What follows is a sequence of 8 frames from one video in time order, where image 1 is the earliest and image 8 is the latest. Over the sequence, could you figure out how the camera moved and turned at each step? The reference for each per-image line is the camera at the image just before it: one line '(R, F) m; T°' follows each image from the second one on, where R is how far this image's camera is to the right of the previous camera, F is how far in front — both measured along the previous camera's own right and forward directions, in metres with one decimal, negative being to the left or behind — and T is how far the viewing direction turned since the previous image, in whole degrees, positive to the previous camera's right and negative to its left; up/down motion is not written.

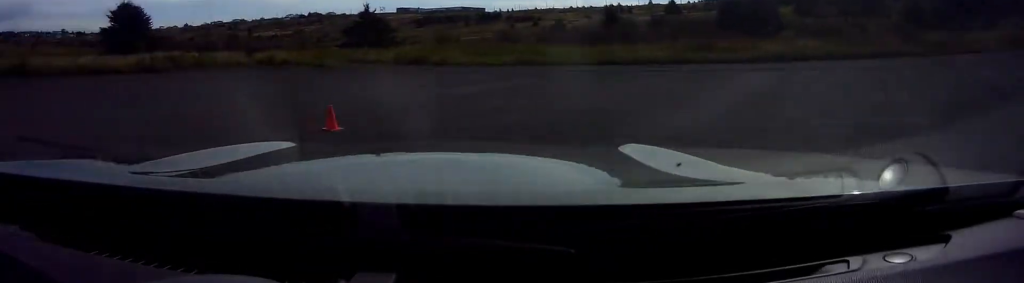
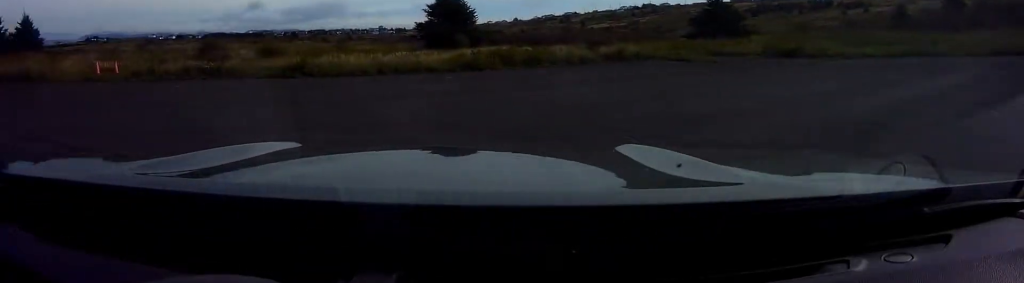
(+0.1, +2.2) m; +15°
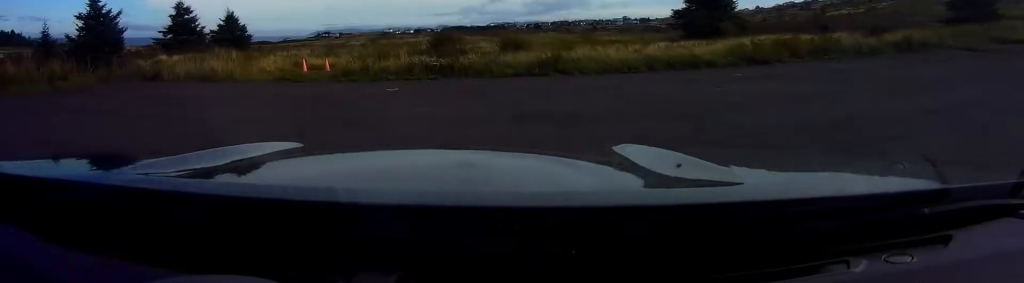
(+0.3, +1.1) m; +23°
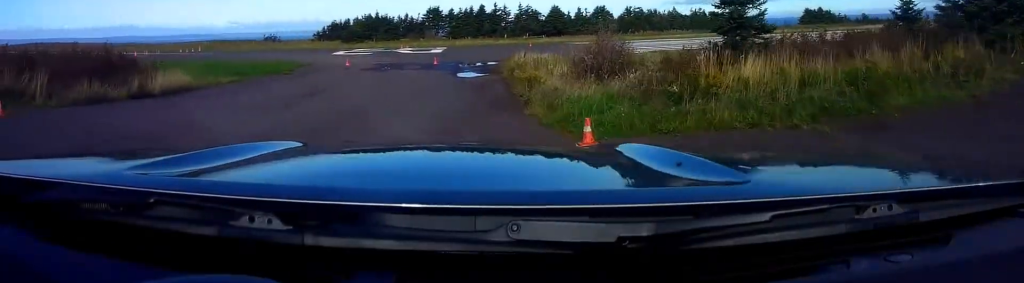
(+2.0, +2.7) m; +56°
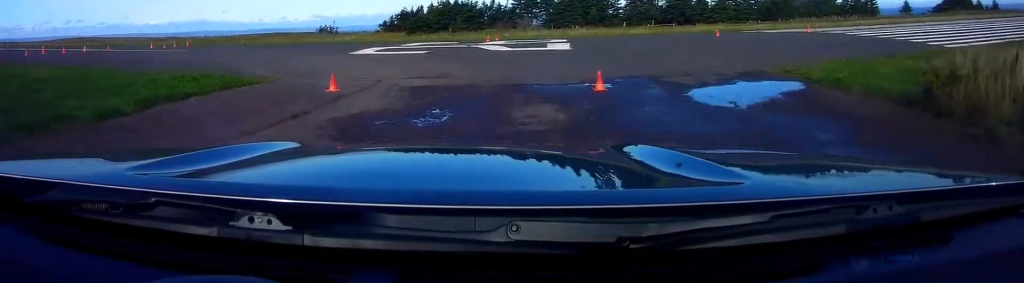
(+2.5, +11.8) m; +12°
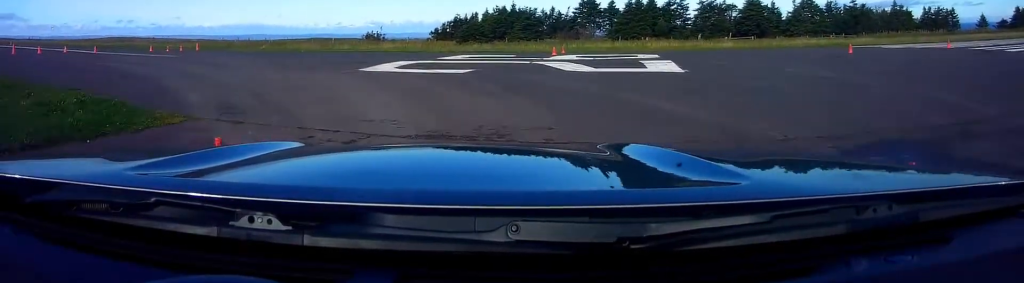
(0.0, +4.5) m; -2°
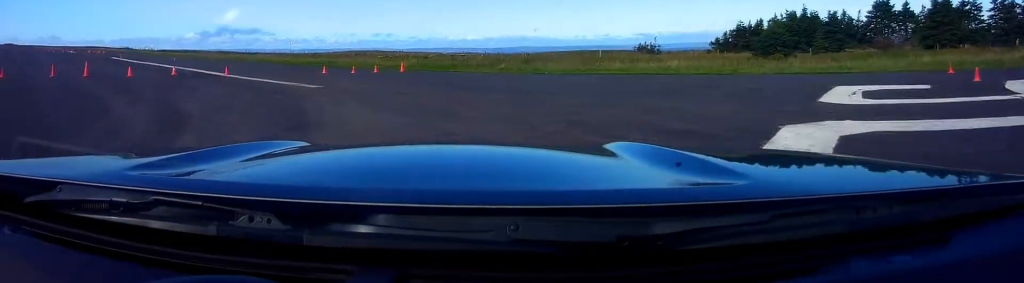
(-0.4, +9.2) m; -6°
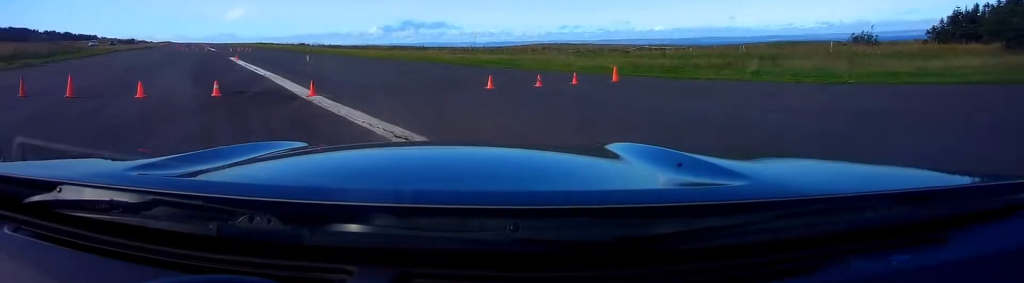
(-0.2, +7.7) m; -6°
